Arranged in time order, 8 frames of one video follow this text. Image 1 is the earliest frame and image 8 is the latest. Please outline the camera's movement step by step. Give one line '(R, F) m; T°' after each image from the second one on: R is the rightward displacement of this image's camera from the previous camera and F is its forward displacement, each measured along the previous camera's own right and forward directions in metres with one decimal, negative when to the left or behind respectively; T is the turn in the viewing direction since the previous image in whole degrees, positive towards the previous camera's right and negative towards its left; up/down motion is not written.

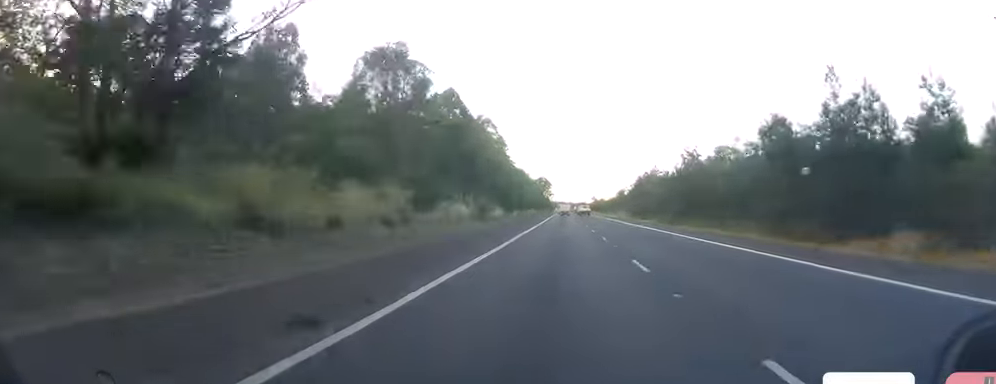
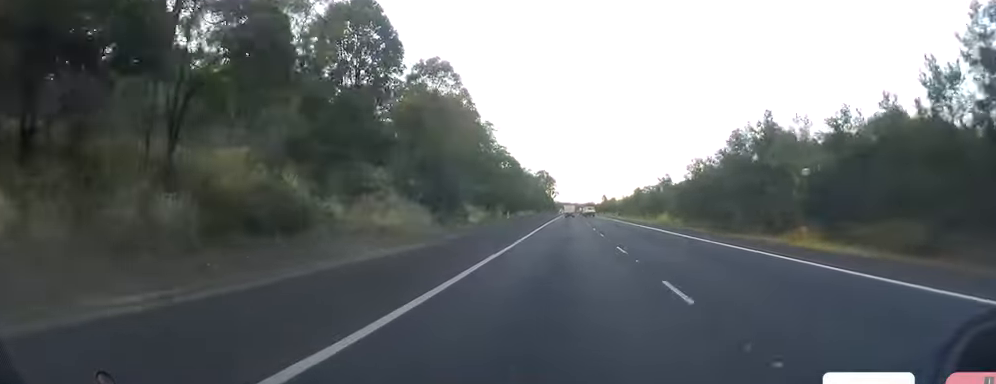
(-0.9, +52.5) m; -2°
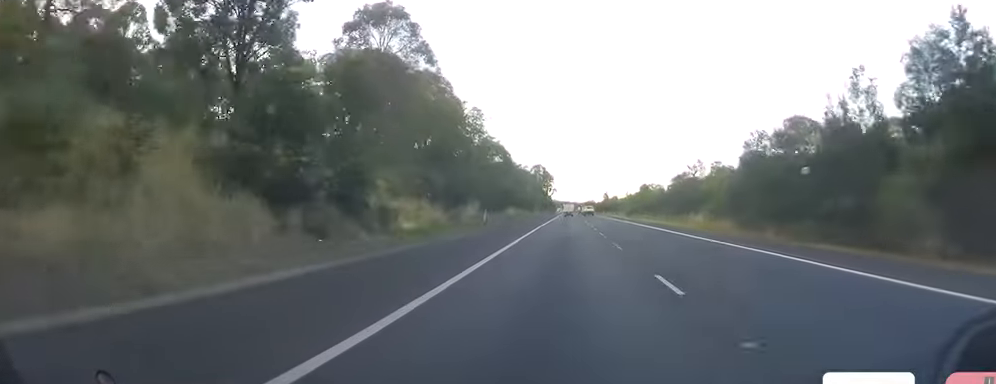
(-0.1, +22.9) m; 0°
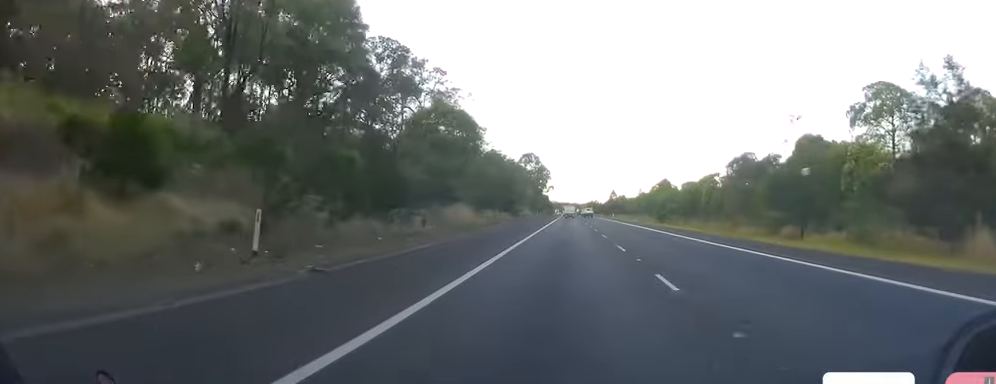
(+0.8, +46.8) m; 0°
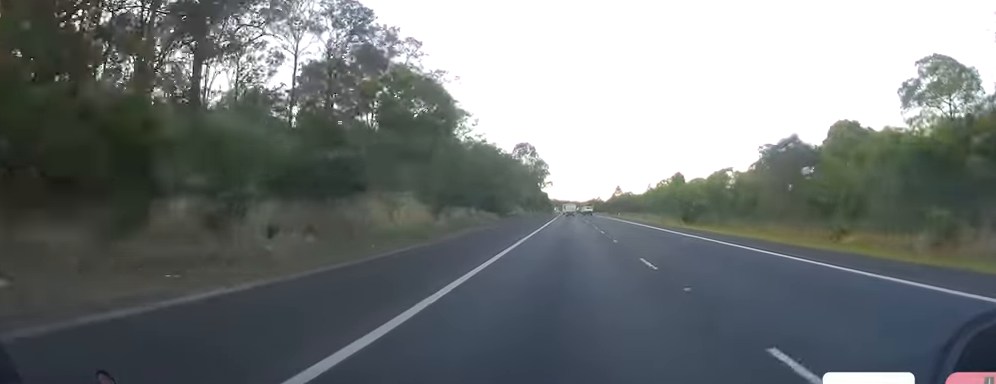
(-0.4, +20.1) m; 0°
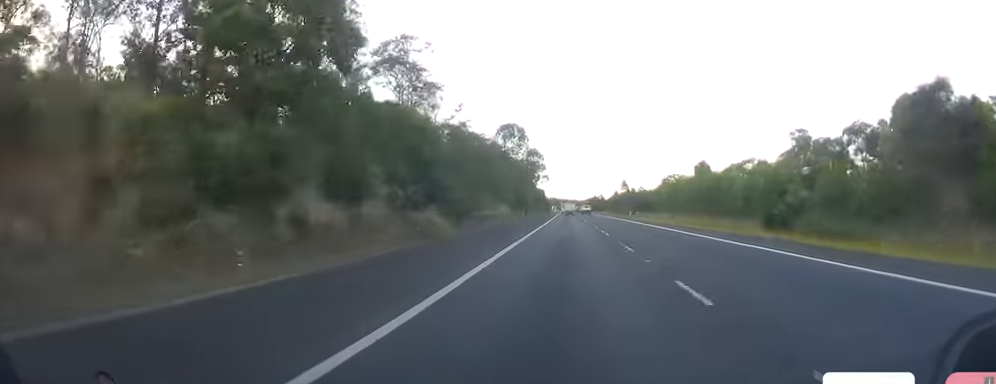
(+0.1, +29.6) m; +1°
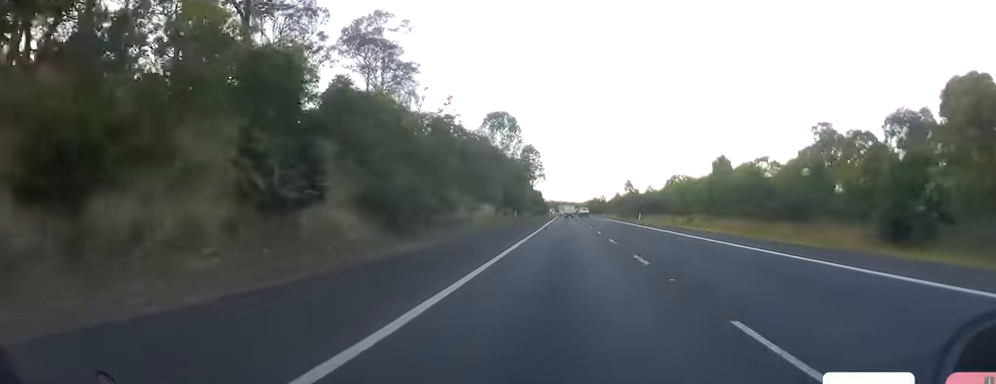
(+0.1, +16.3) m; +1°
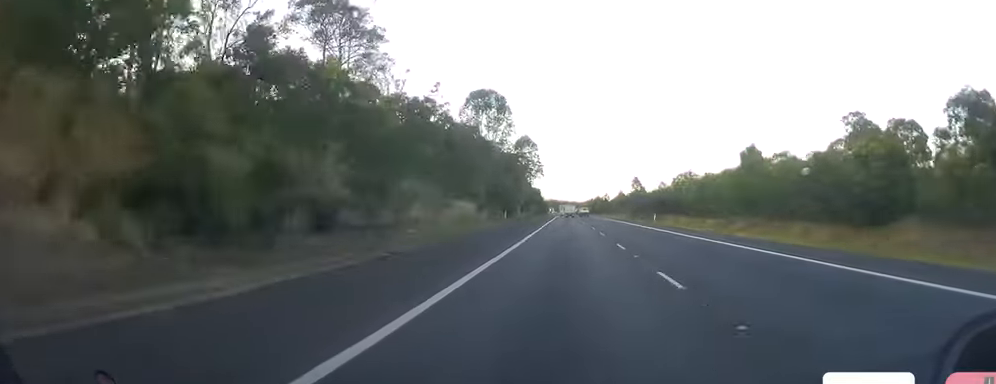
(+0.1, +17.2) m; 0°
